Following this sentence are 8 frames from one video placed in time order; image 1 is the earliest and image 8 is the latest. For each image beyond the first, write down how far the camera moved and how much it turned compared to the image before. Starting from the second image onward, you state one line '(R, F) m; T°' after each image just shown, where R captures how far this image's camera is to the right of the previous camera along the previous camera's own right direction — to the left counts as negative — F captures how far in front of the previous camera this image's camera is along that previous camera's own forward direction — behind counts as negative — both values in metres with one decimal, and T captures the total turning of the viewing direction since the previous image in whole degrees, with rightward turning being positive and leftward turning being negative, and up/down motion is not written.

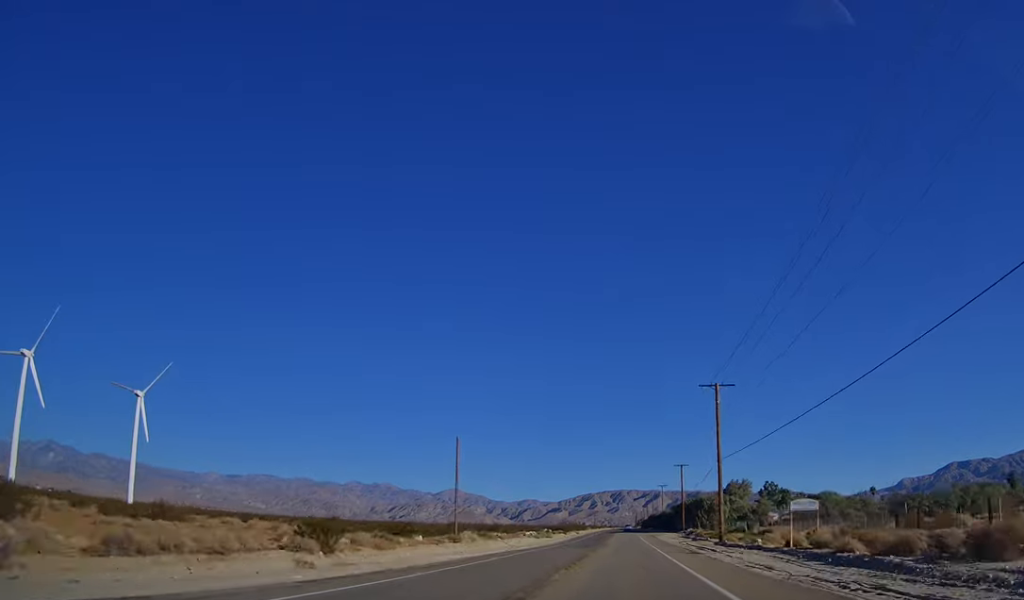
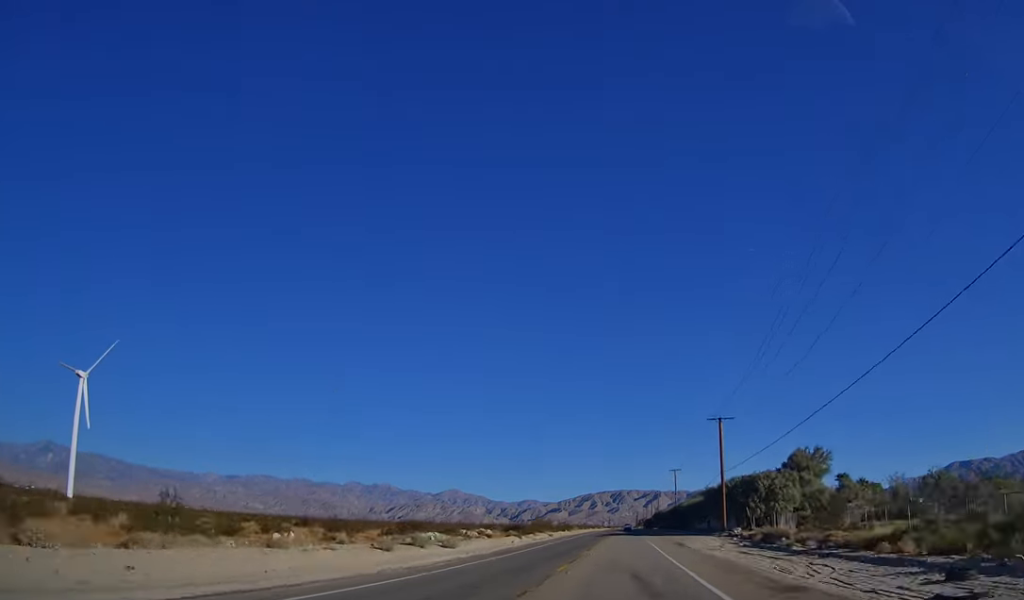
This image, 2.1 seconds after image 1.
(0.0, +55.1) m; -1°
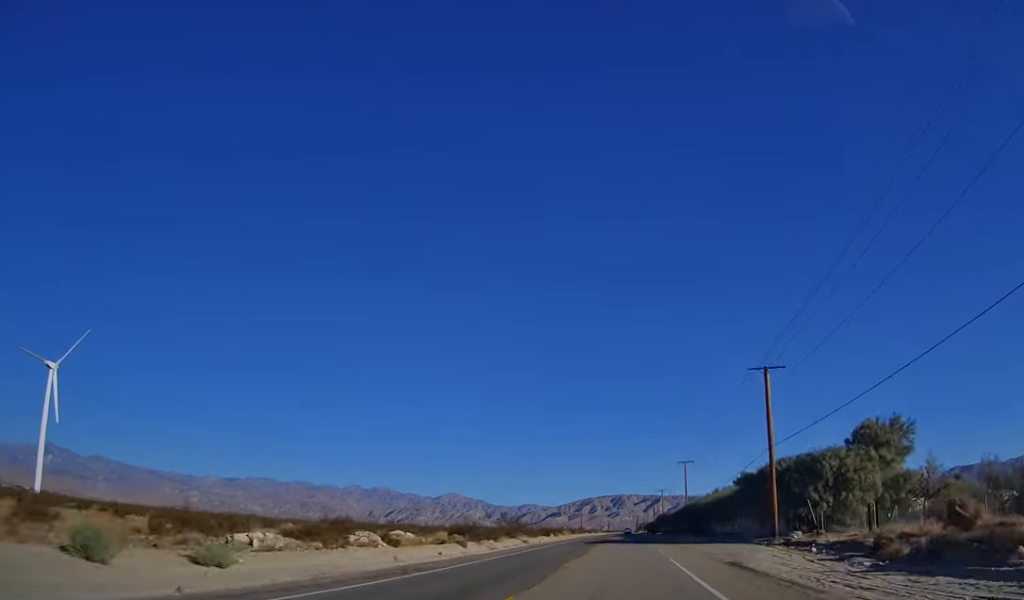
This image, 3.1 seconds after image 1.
(-0.4, +25.8) m; 0°
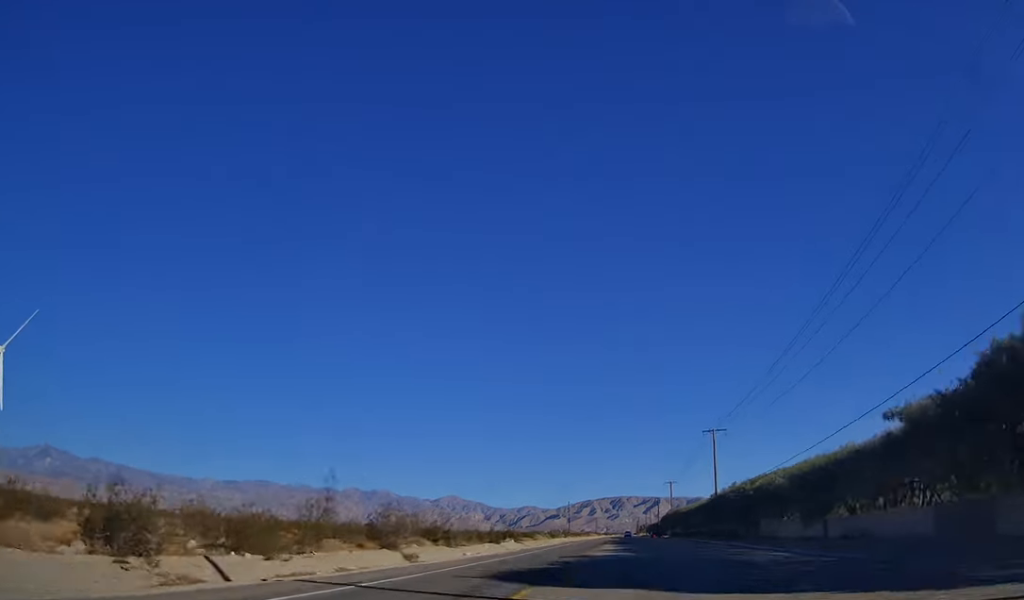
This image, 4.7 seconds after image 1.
(-0.3, +41.2) m; 0°
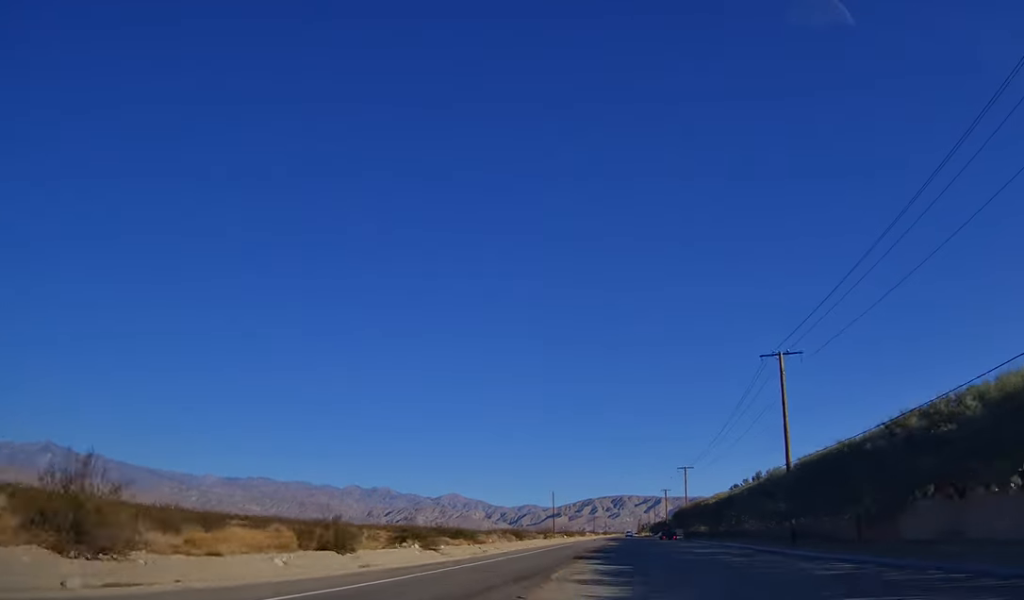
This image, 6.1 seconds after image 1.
(+0.5, +36.0) m; +1°
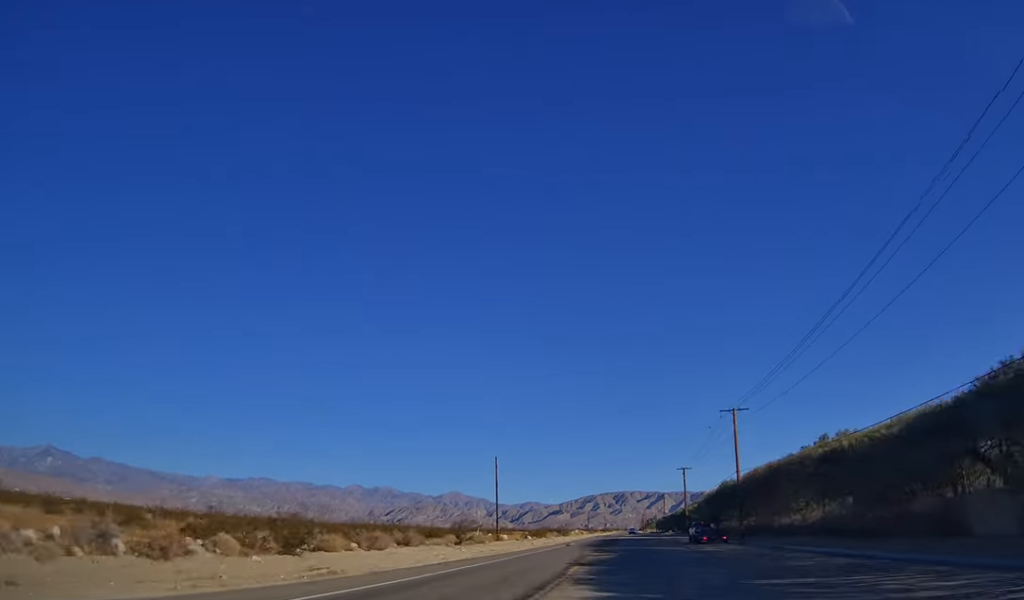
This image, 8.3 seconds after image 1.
(0.0, +56.1) m; 0°
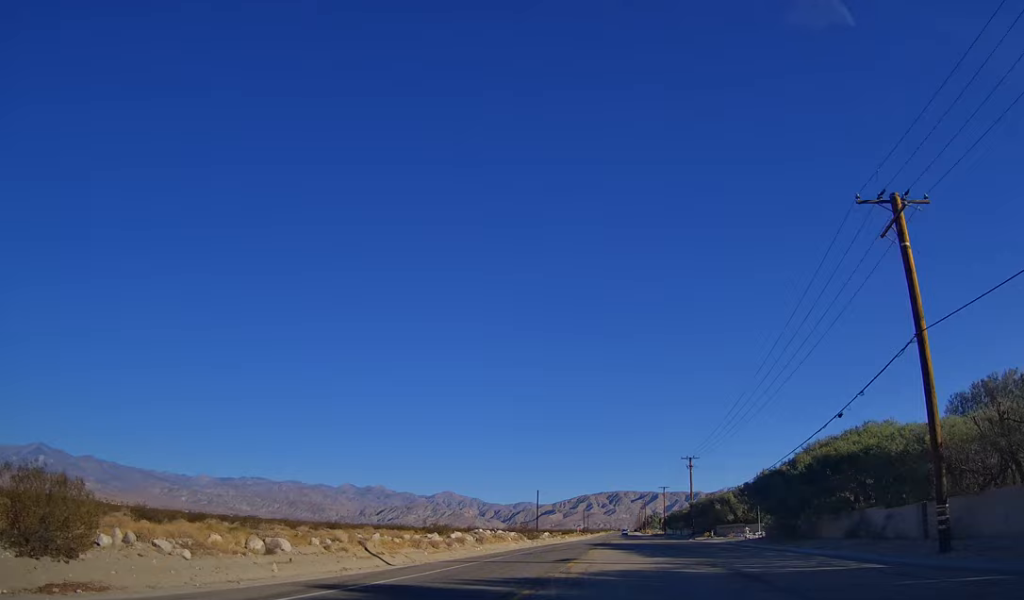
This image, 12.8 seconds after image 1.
(+0.6, +111.9) m; +1°
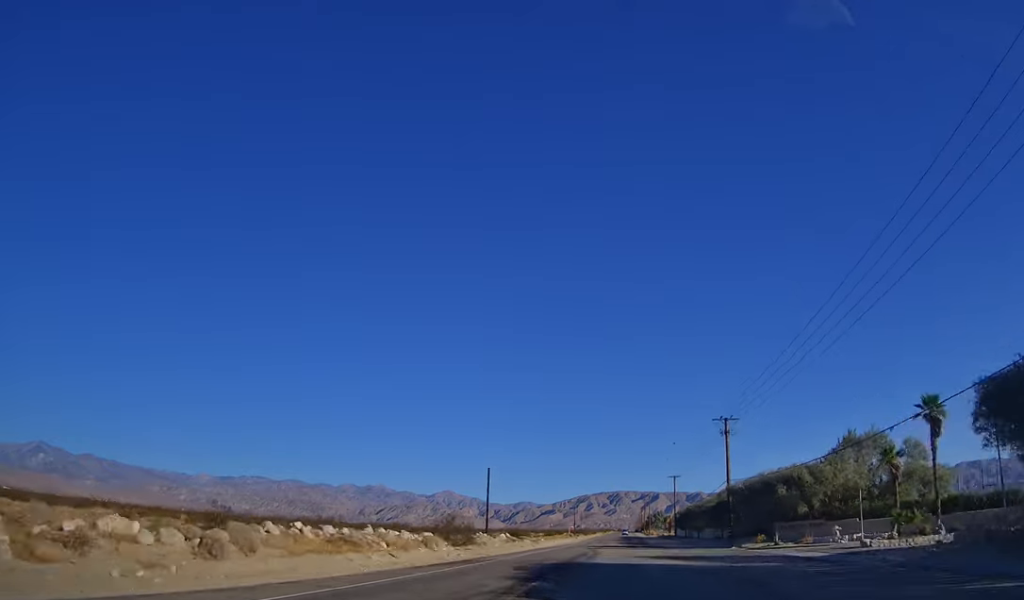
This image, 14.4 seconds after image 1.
(+0.6, +39.6) m; -1°
